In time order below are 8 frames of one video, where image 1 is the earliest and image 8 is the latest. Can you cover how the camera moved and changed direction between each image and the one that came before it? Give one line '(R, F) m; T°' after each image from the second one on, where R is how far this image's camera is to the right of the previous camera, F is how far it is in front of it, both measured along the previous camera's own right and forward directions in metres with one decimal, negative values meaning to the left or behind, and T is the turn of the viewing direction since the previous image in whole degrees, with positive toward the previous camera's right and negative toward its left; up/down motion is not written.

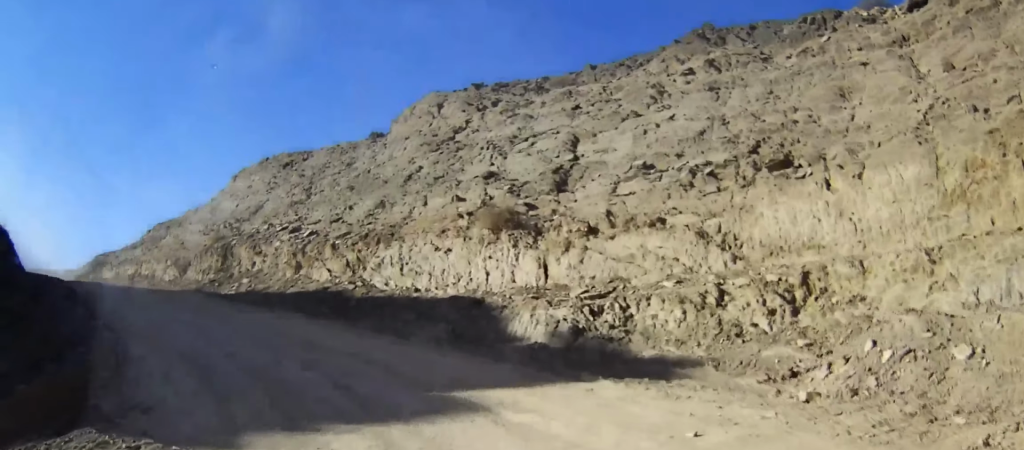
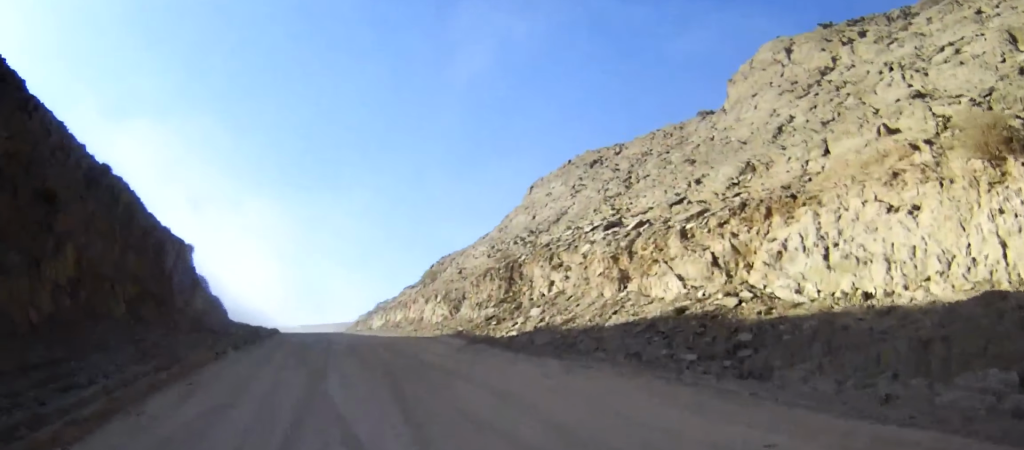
(-3.7, +16.5) m; -26°
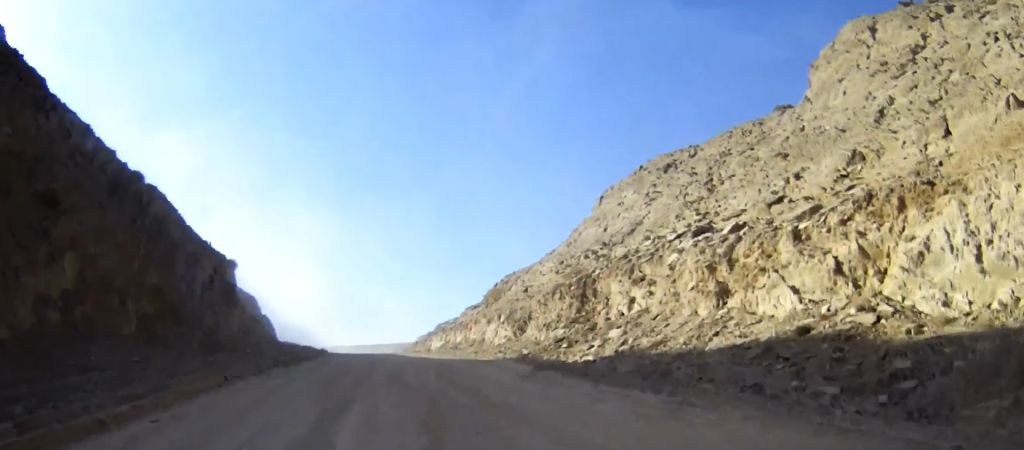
(-0.3, +4.1) m; -5°
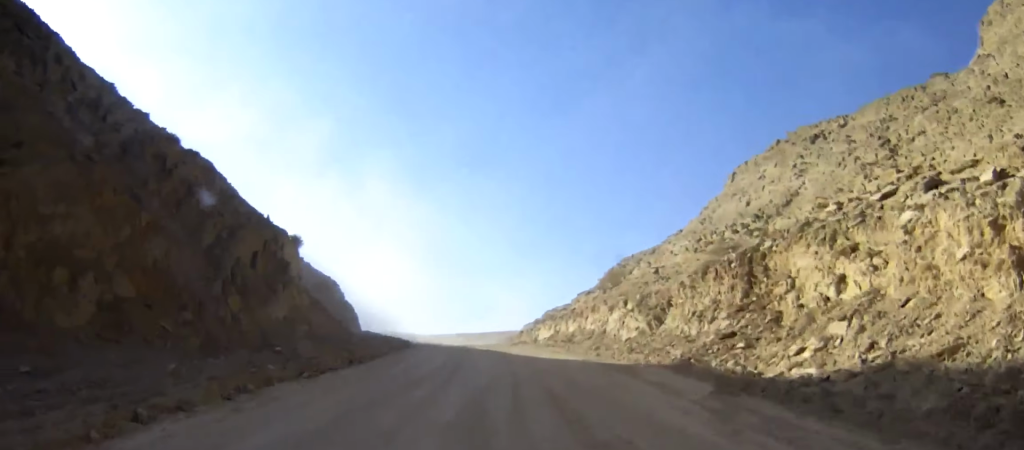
(-0.9, +9.3) m; -9°
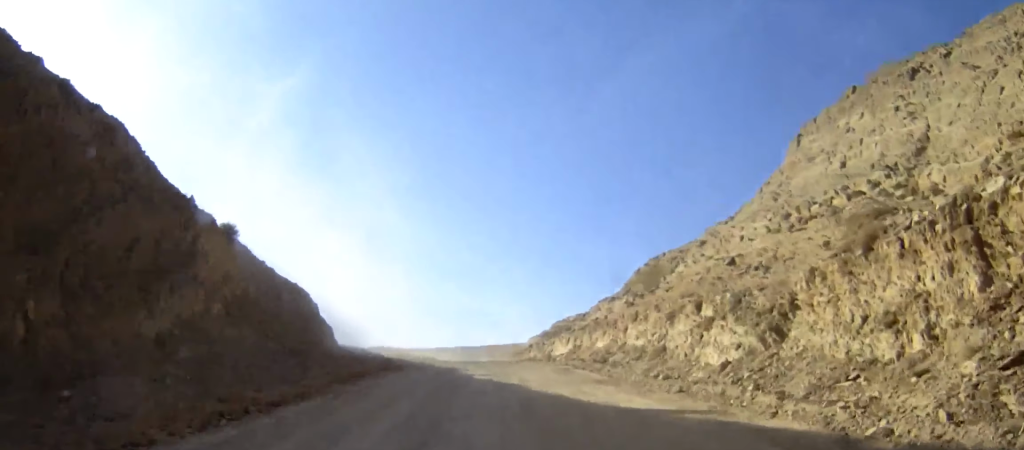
(-0.9, +12.5) m; -5°
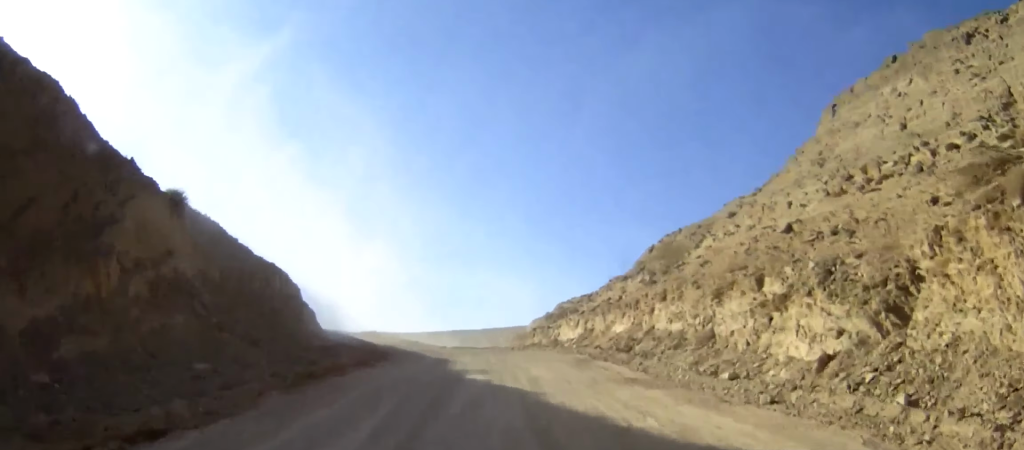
(-0.1, +5.6) m; -1°
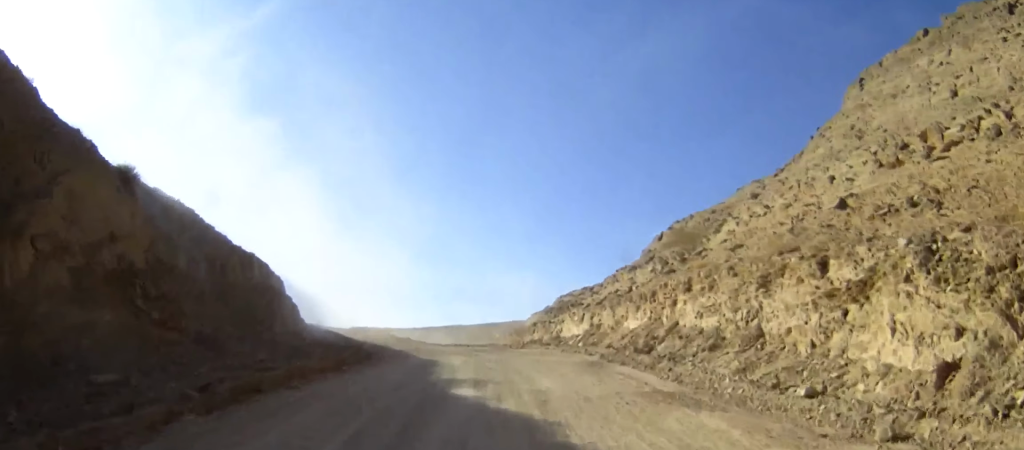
(0.0, +3.8) m; 0°
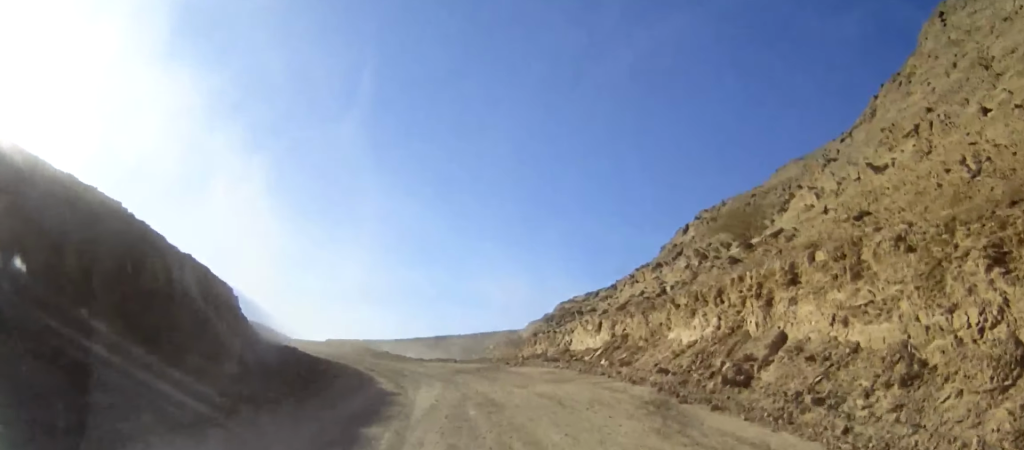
(0.0, +9.0) m; 0°
